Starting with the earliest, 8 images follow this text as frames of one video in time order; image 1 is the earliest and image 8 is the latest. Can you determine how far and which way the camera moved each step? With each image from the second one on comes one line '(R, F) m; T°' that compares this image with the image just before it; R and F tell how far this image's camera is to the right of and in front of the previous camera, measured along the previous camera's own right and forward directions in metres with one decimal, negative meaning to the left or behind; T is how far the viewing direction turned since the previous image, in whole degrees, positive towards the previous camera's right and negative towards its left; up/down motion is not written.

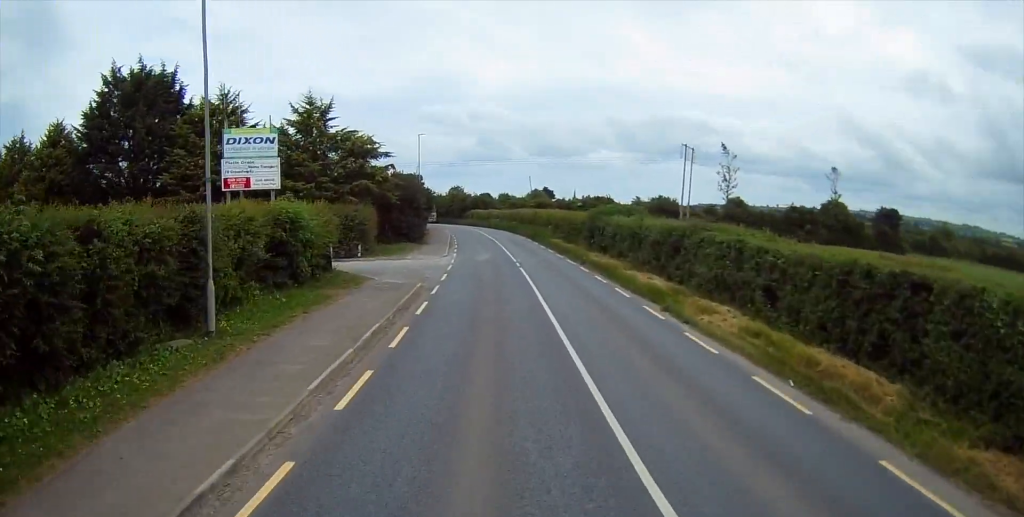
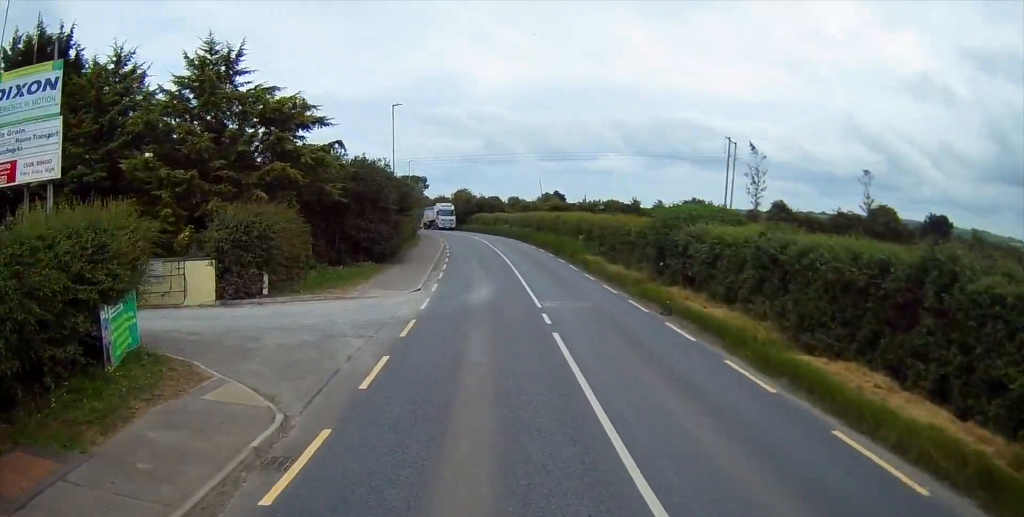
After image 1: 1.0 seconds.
(-0.1, +15.1) m; -1°
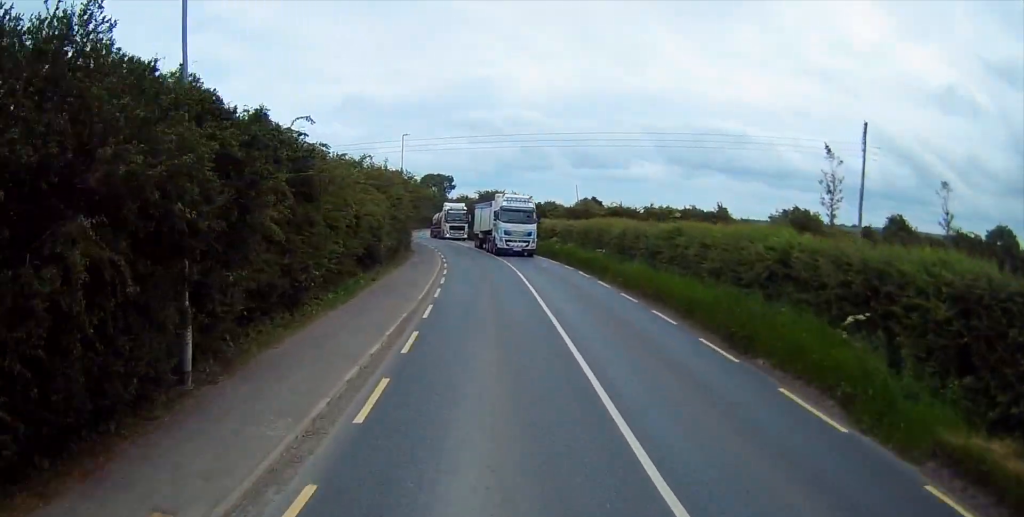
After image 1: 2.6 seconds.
(-0.9, +25.9) m; -3°
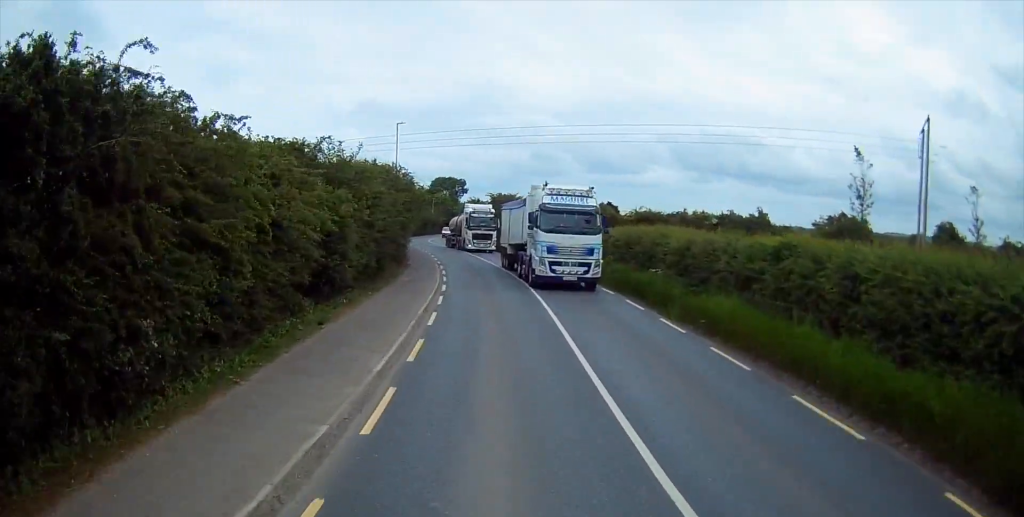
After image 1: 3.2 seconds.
(-0.2, +8.3) m; 0°
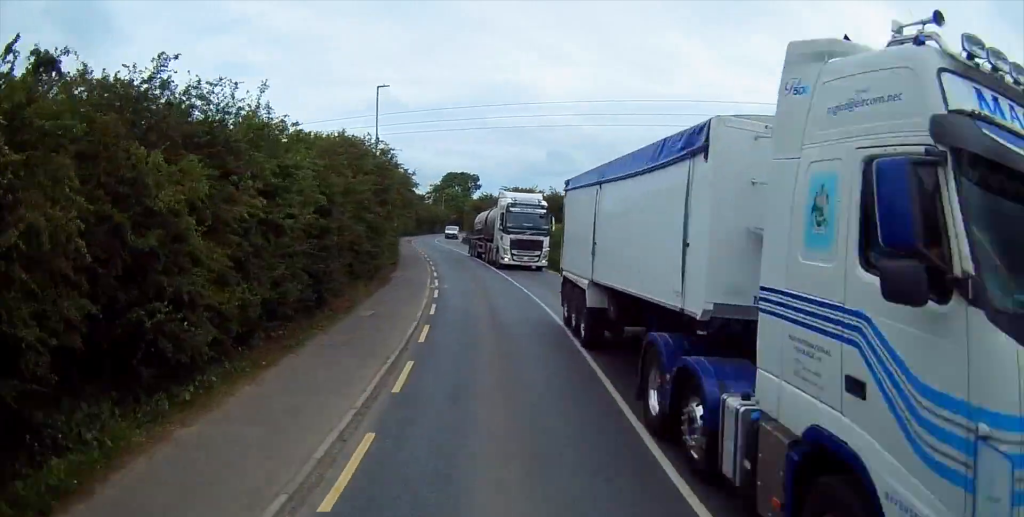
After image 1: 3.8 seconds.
(+0.2, +10.2) m; 0°
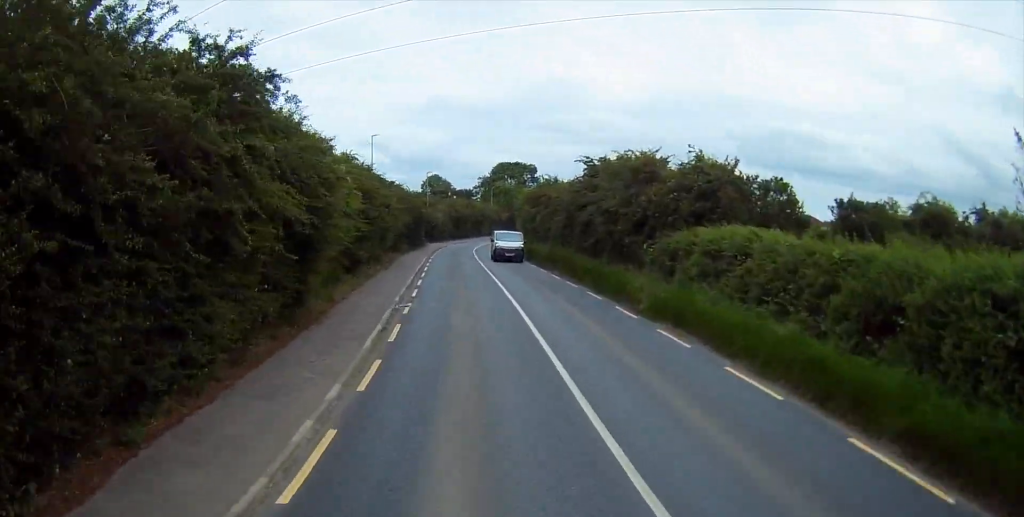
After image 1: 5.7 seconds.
(-1.2, +28.2) m; -6°
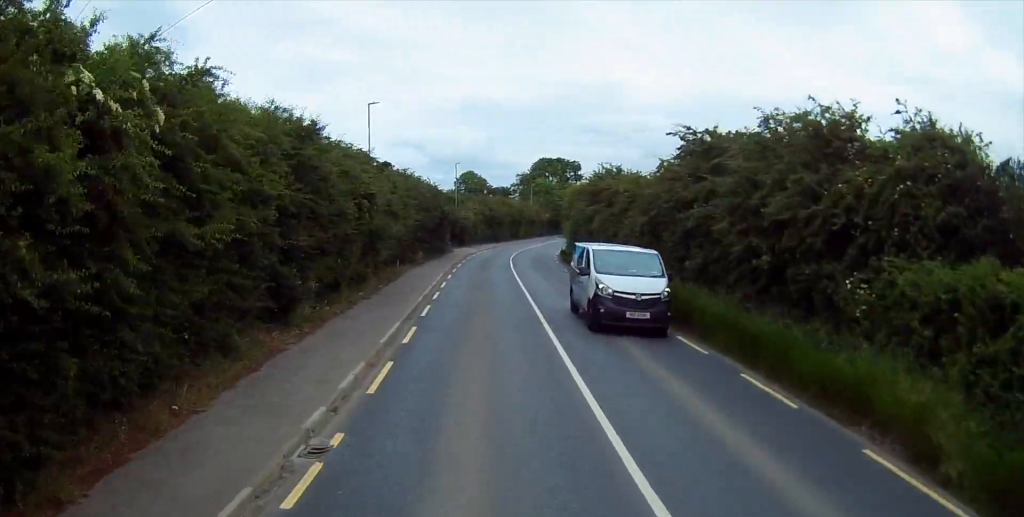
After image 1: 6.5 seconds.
(-0.4, +12.3) m; -3°
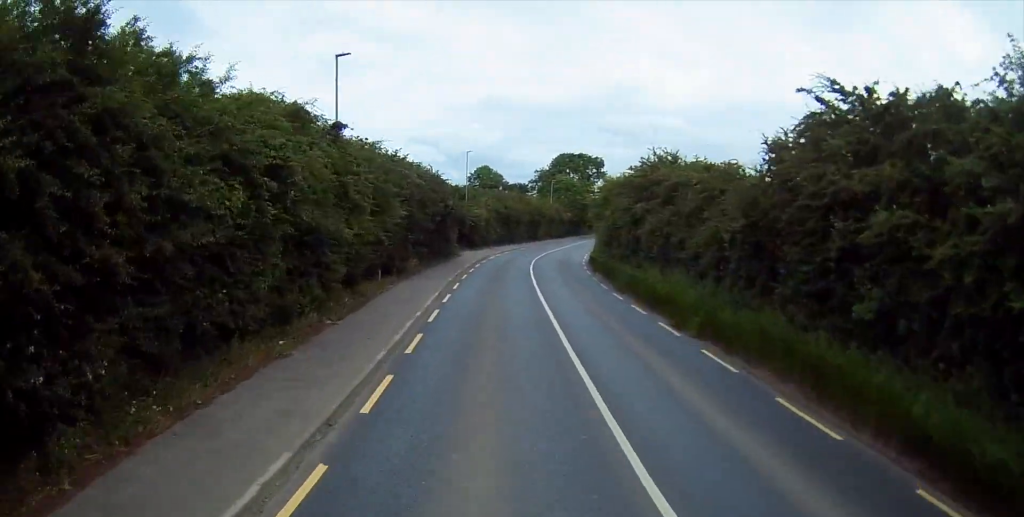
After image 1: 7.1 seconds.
(-0.2, +9.2) m; -1°
